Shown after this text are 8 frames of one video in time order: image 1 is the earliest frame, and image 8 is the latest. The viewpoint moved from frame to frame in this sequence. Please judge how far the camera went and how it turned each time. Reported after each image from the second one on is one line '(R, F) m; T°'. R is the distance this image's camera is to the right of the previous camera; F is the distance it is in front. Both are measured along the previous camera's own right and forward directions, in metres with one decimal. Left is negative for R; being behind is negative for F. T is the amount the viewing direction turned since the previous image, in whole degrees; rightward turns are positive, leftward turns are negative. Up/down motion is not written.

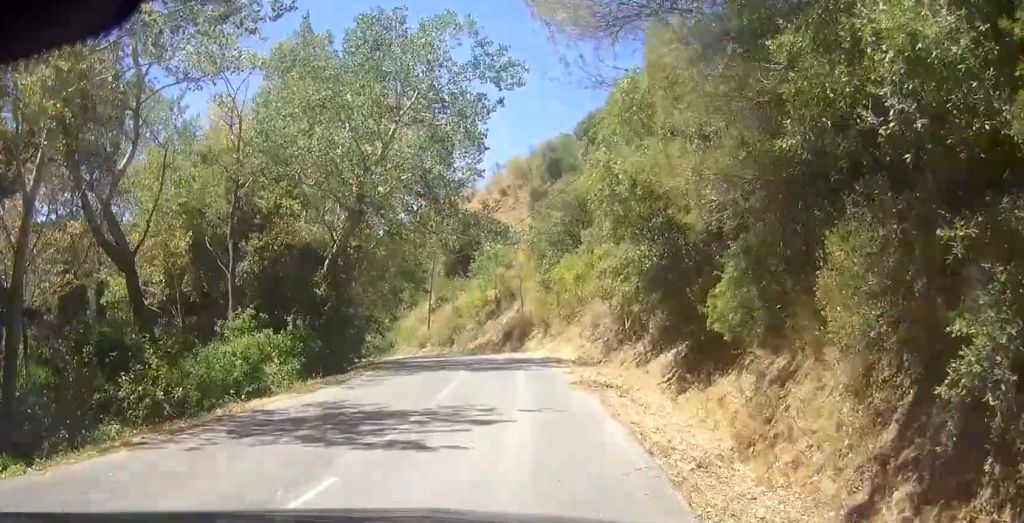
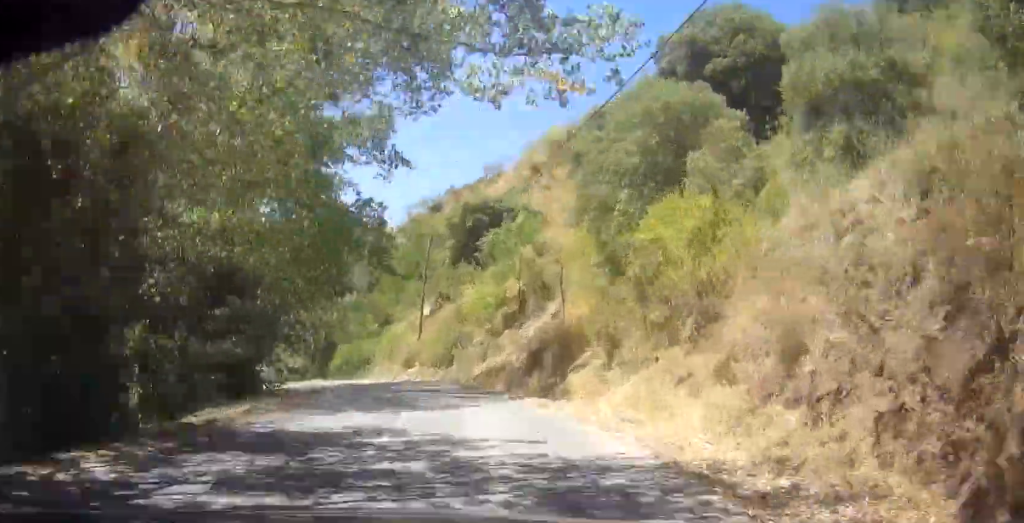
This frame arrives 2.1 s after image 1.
(+1.9, +19.7) m; -6°
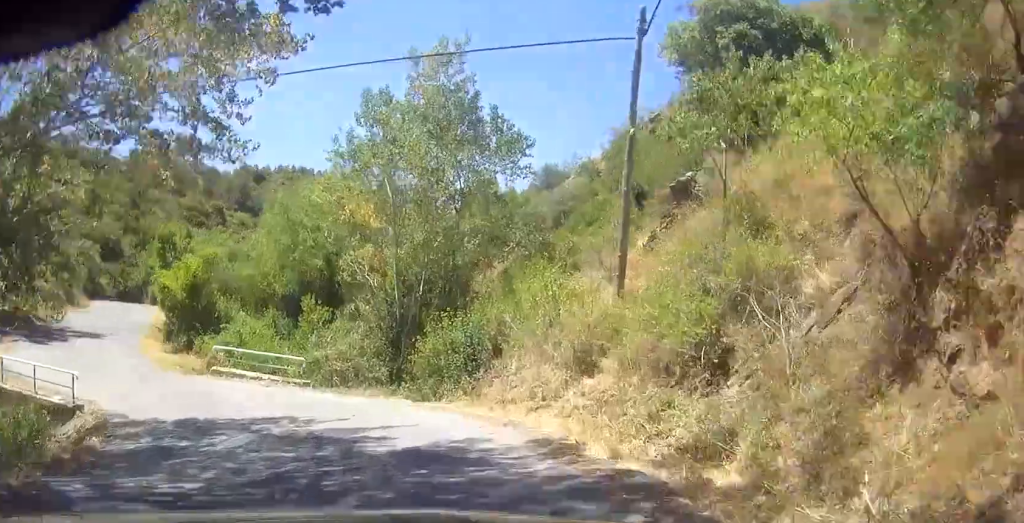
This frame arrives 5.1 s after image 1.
(-5.5, +27.6) m; -18°
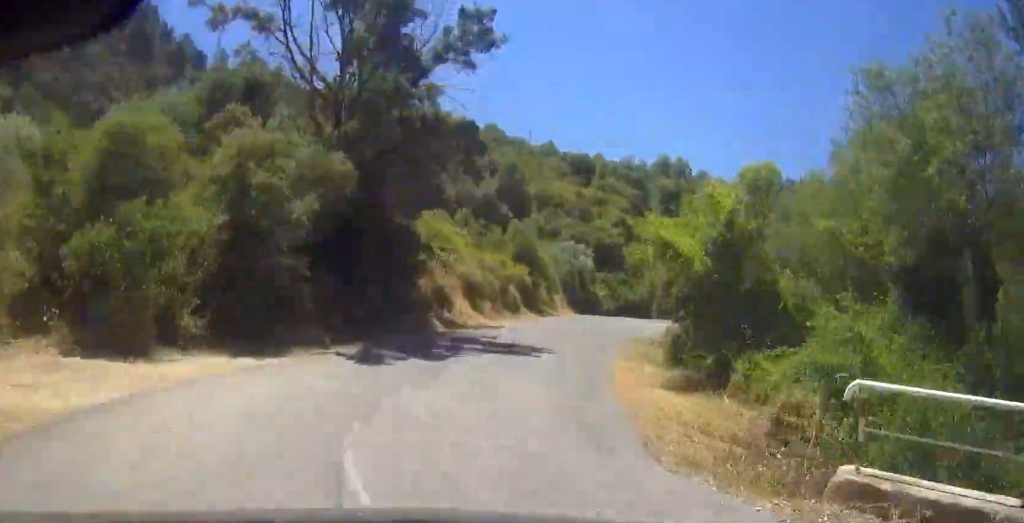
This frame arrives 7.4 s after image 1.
(-2.2, +20.6) m; -11°
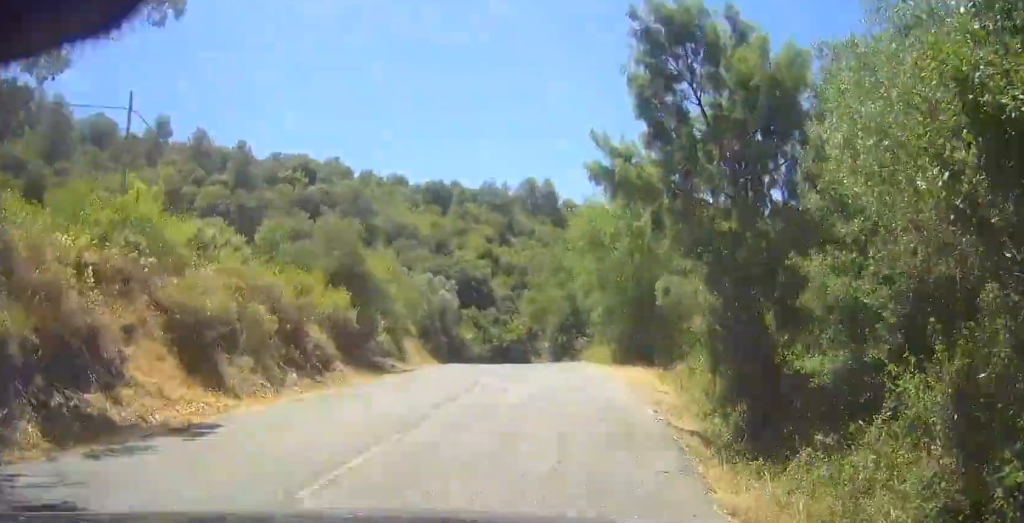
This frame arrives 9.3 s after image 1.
(-2.8, +18.2) m; -5°
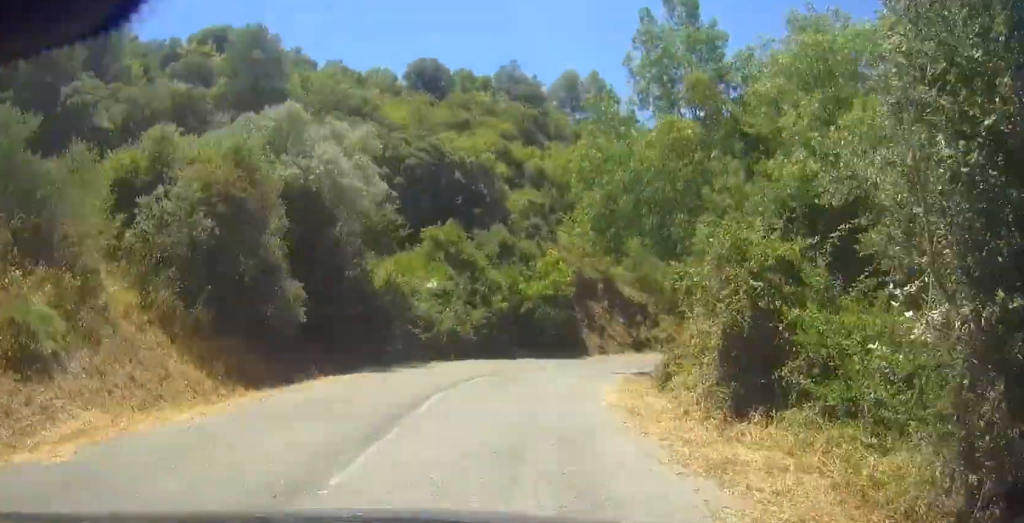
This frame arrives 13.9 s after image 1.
(-2.2, +44.6) m; +6°
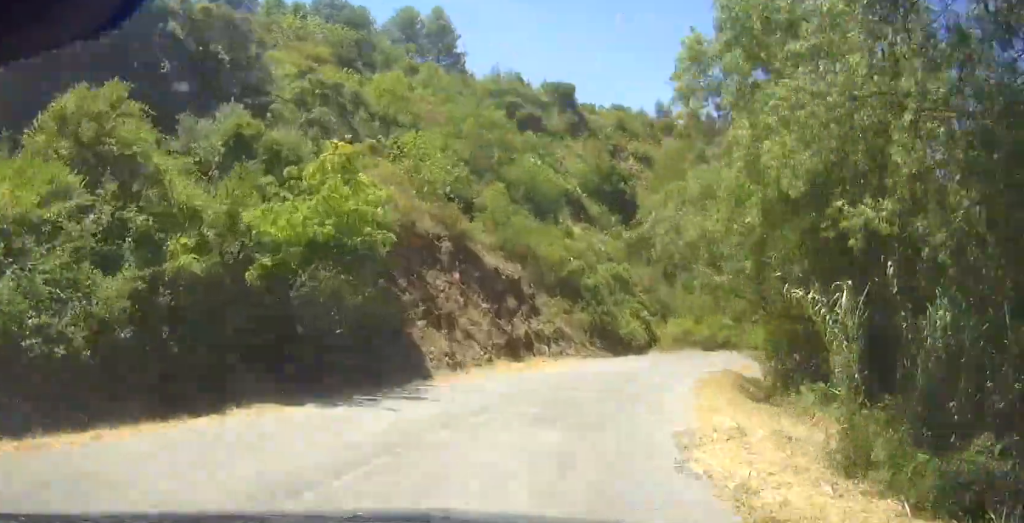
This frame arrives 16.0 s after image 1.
(+2.2, +19.2) m; +17°
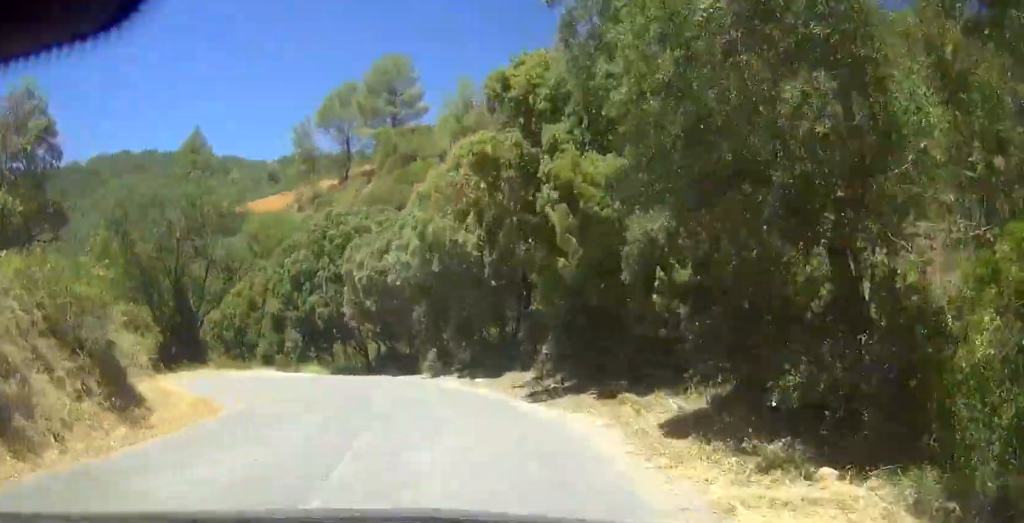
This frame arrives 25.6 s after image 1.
(+57.3, +51.3) m; +52°
